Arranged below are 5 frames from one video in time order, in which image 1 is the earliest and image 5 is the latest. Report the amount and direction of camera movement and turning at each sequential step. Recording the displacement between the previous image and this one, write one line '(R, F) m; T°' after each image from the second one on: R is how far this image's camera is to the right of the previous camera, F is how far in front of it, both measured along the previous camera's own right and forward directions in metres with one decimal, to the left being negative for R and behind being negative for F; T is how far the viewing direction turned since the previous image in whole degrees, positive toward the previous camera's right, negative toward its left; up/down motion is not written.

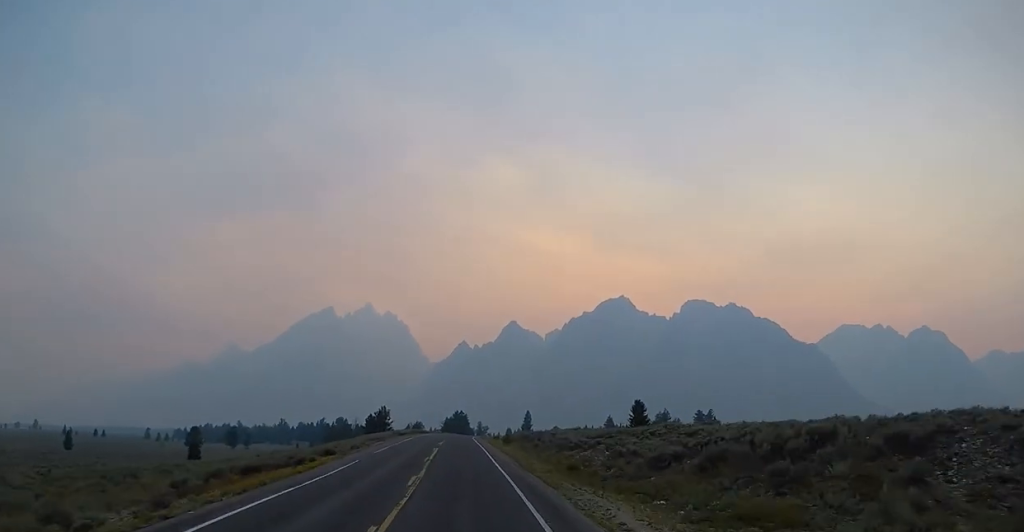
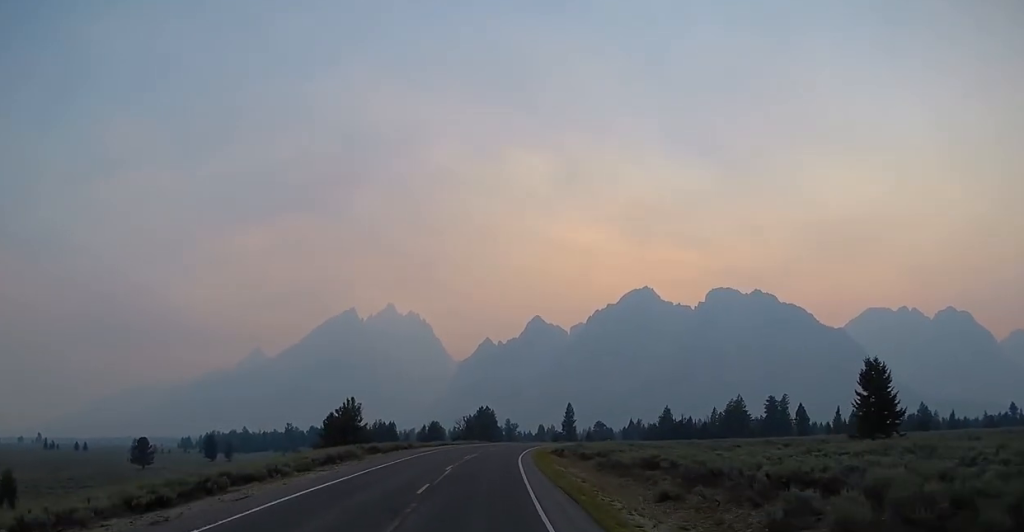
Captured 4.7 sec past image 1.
(-2.6, +75.1) m; -2°
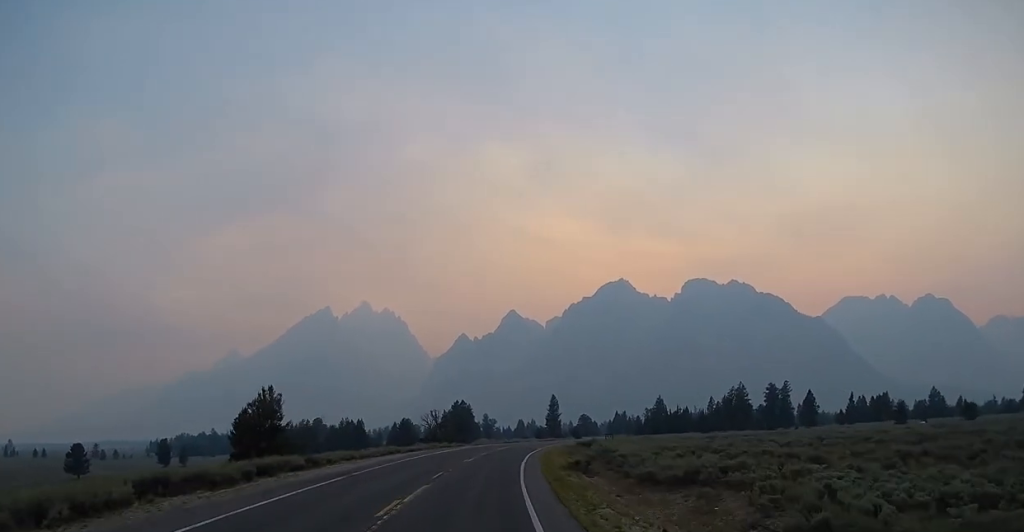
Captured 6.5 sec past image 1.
(+0.6, +29.4) m; +2°
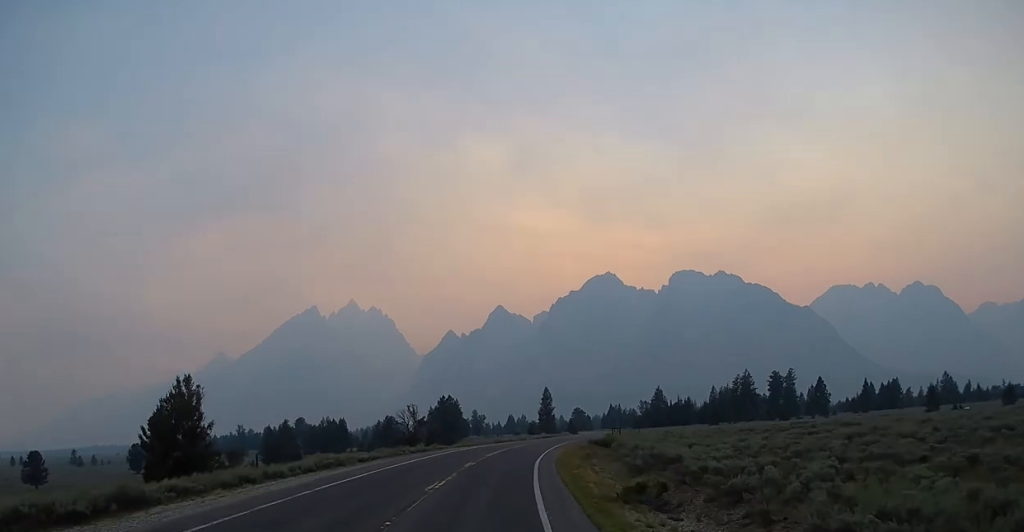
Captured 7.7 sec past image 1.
(0.0, +19.1) m; +1°
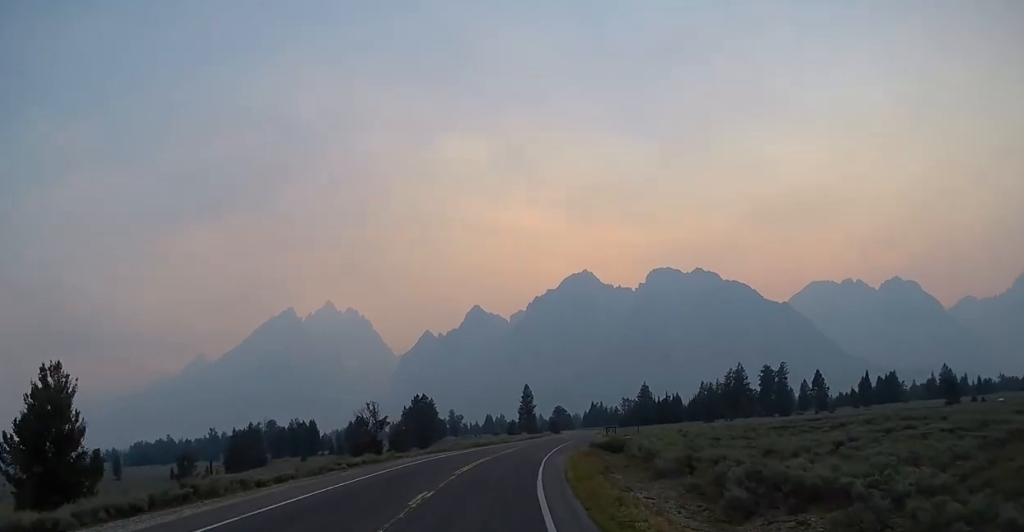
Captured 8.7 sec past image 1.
(-0.1, +15.7) m; +3°
